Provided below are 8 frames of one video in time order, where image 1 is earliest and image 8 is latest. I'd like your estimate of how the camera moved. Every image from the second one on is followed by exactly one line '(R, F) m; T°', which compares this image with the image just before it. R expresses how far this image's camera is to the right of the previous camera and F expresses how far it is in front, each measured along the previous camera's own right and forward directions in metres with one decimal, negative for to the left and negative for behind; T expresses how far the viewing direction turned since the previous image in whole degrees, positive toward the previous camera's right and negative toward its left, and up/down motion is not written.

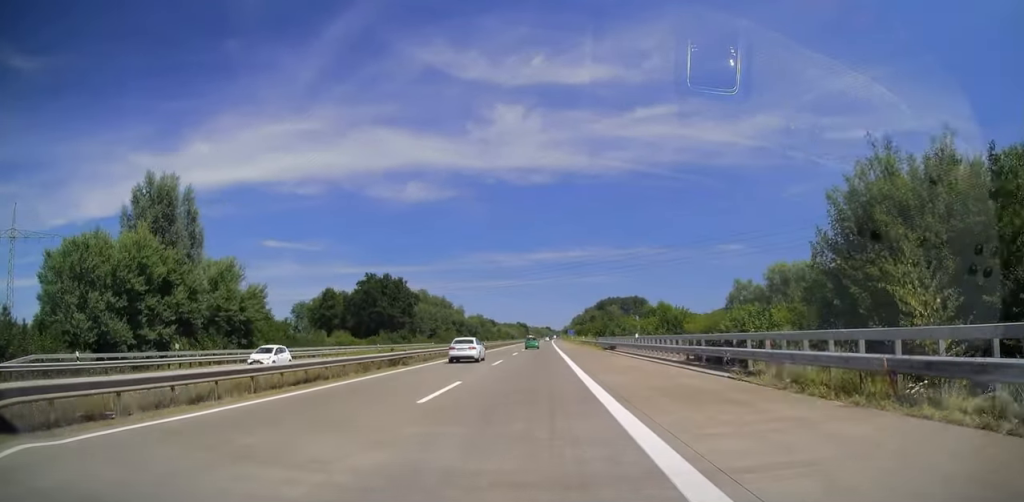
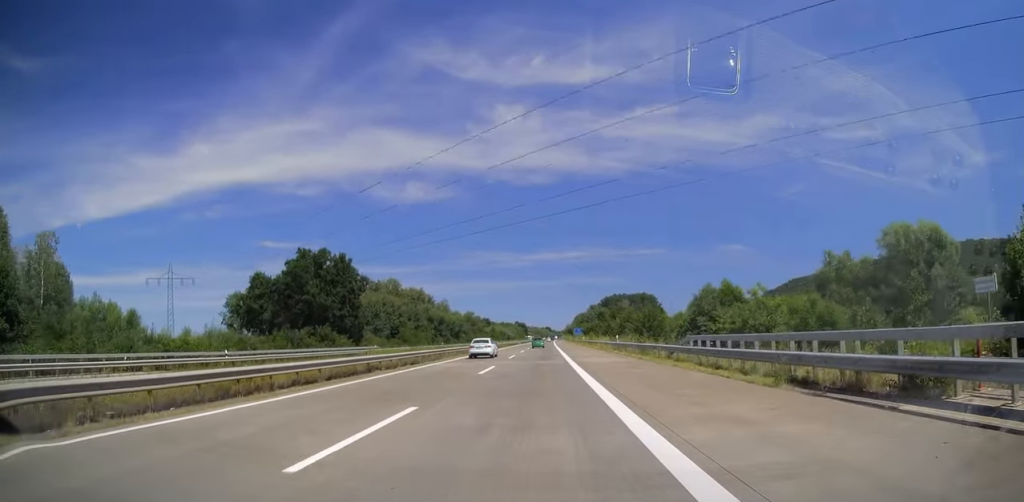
(+0.6, +43.1) m; +1°
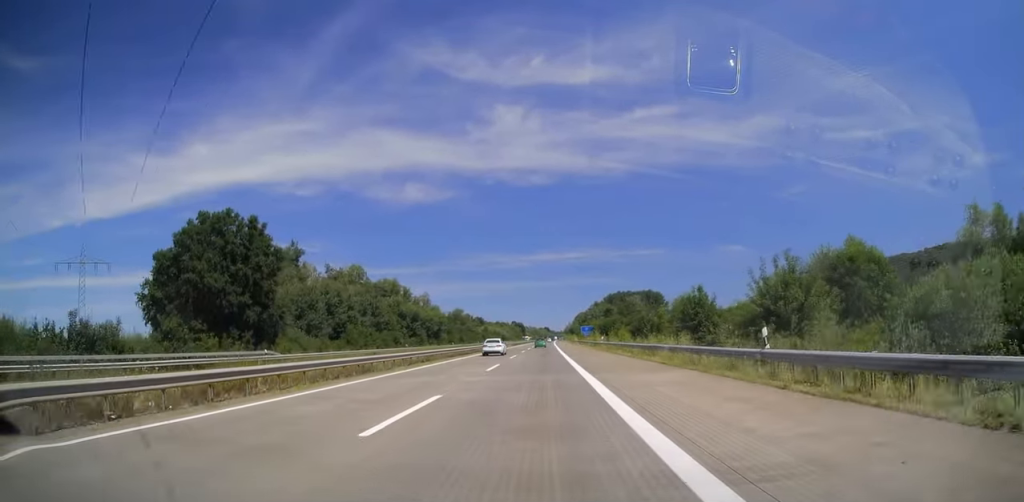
(0.0, +33.5) m; 0°
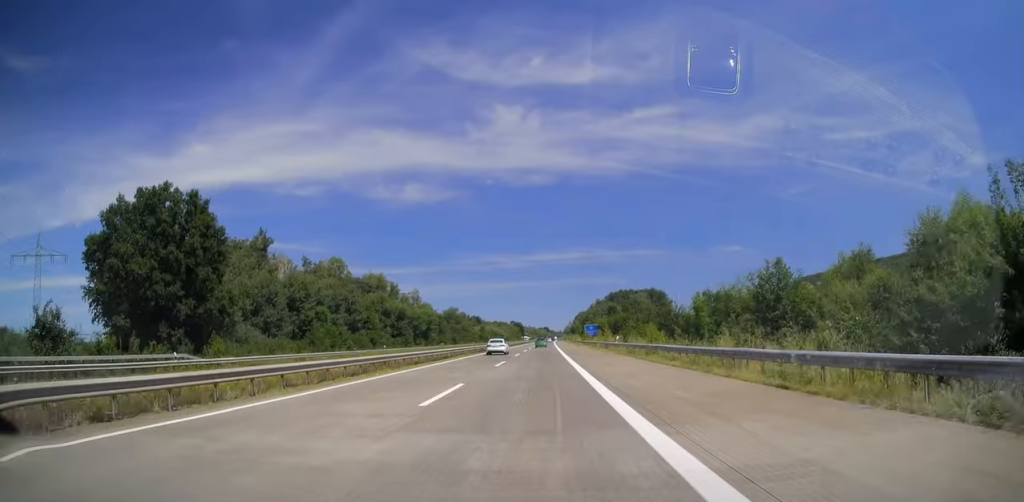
(0.0, +13.7) m; 0°
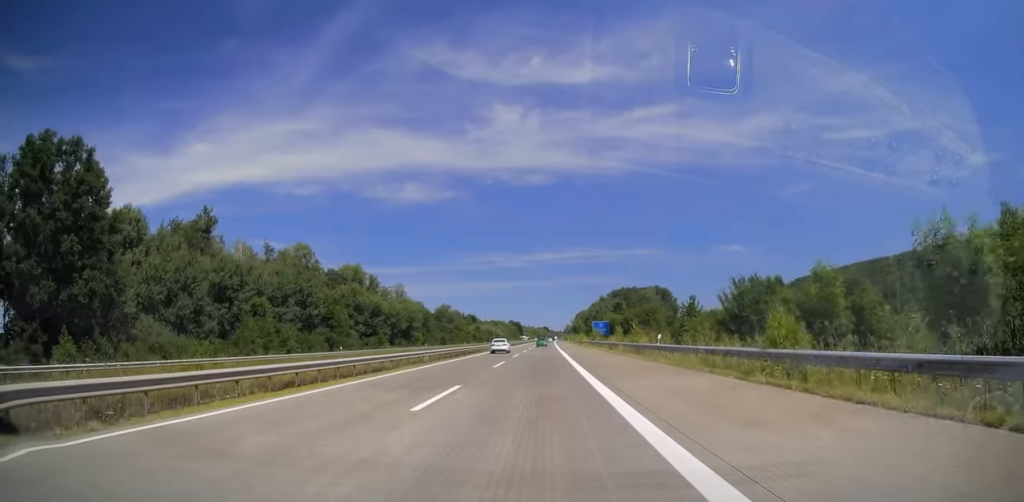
(-0.2, +18.9) m; 0°
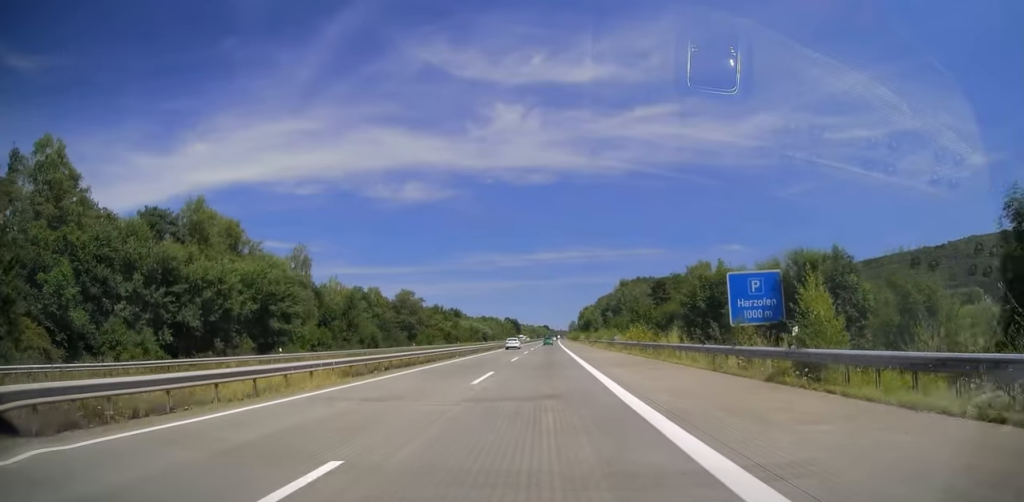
(+0.1, +65.6) m; 0°
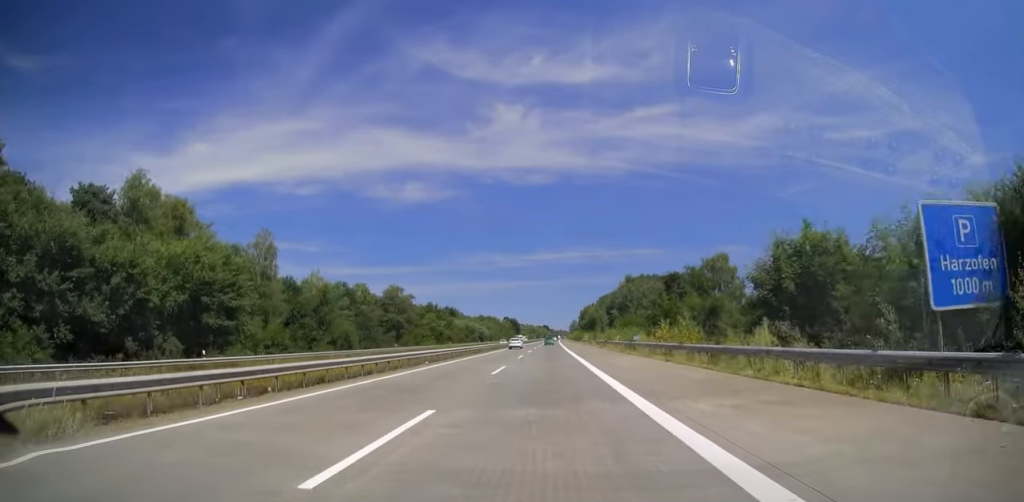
(0.0, +12.8) m; 0°
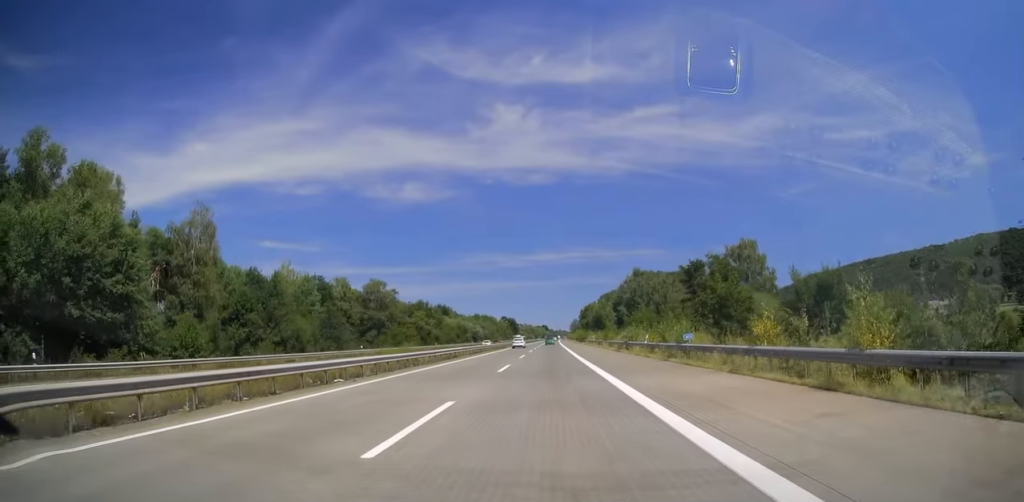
(+0.1, +16.4) m; 0°
